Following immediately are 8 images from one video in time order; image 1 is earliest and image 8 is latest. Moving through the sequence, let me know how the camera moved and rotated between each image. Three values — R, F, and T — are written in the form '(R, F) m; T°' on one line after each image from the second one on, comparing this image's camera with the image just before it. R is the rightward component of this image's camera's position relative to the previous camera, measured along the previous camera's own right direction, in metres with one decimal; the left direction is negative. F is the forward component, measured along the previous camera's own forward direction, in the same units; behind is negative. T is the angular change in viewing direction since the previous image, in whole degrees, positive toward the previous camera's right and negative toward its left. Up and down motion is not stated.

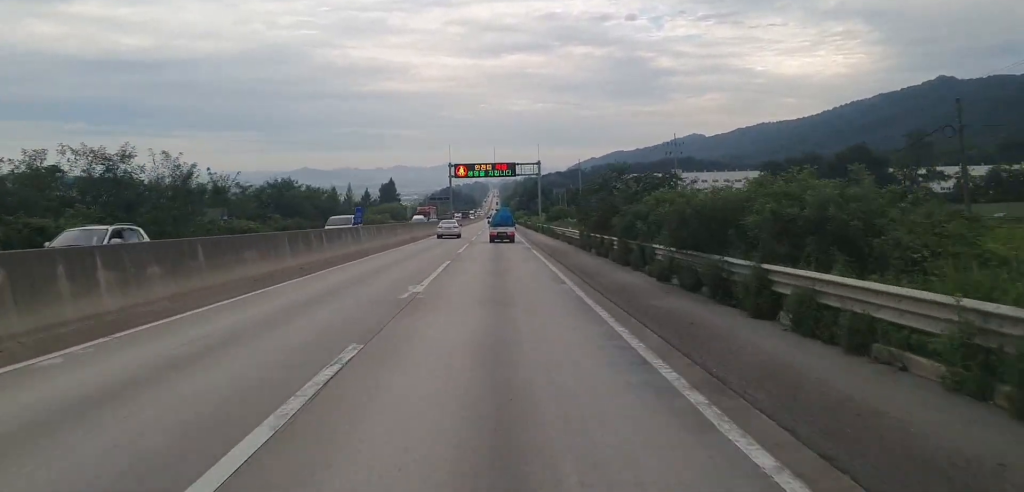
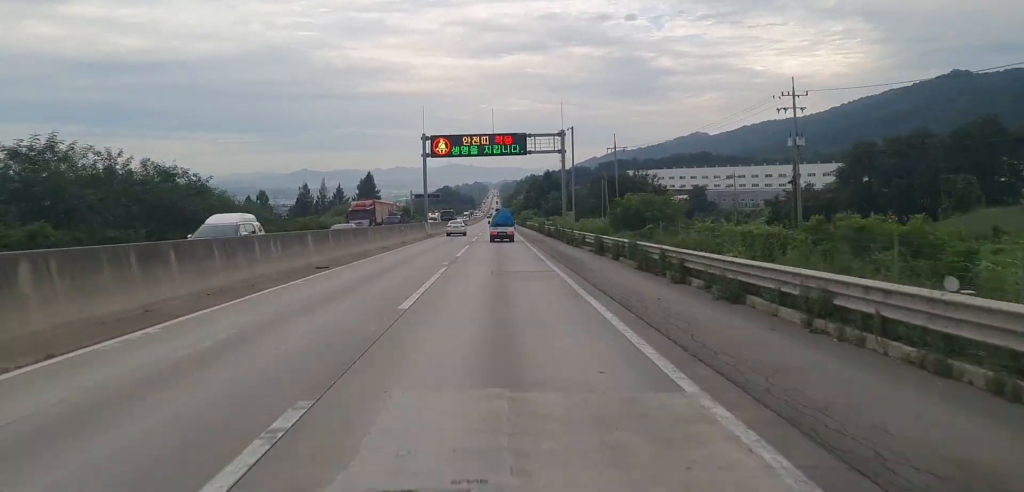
(0.0, +43.0) m; 0°
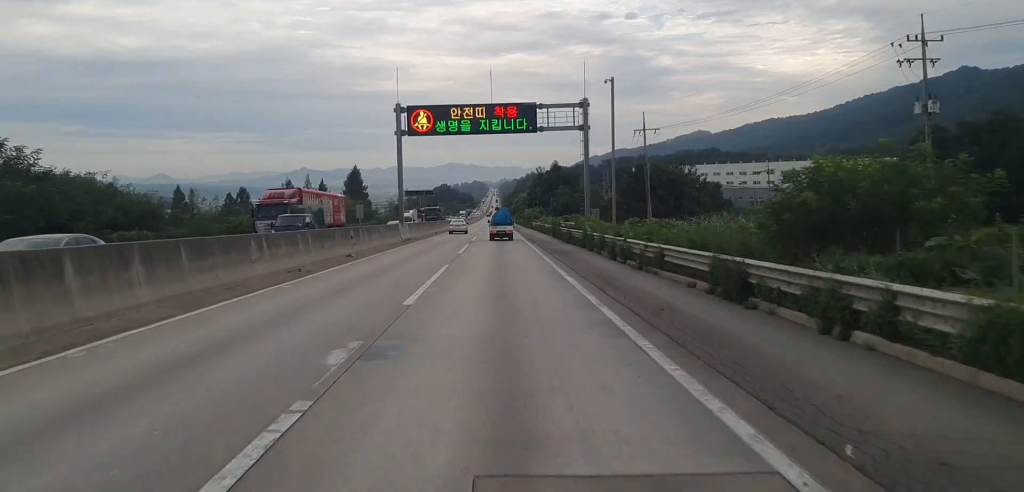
(0.0, +20.7) m; 0°
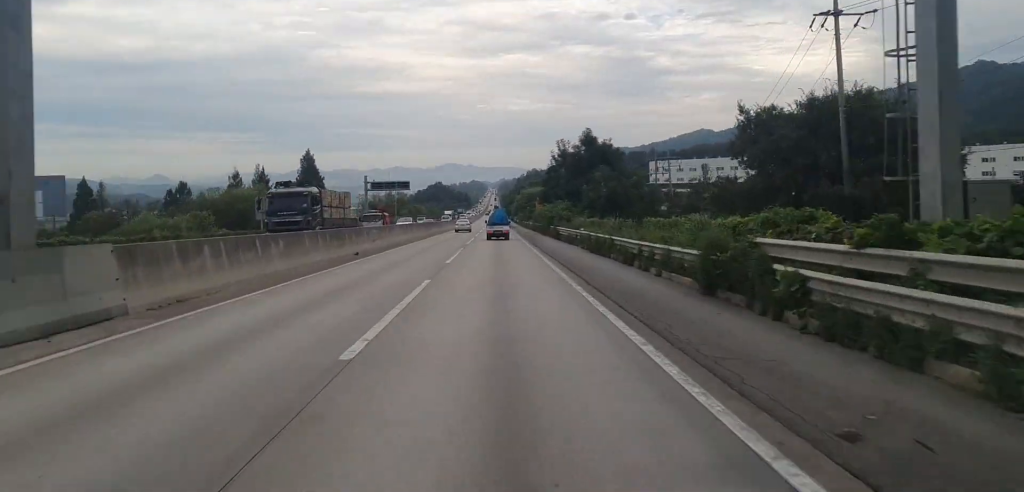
(0.0, +45.8) m; 0°
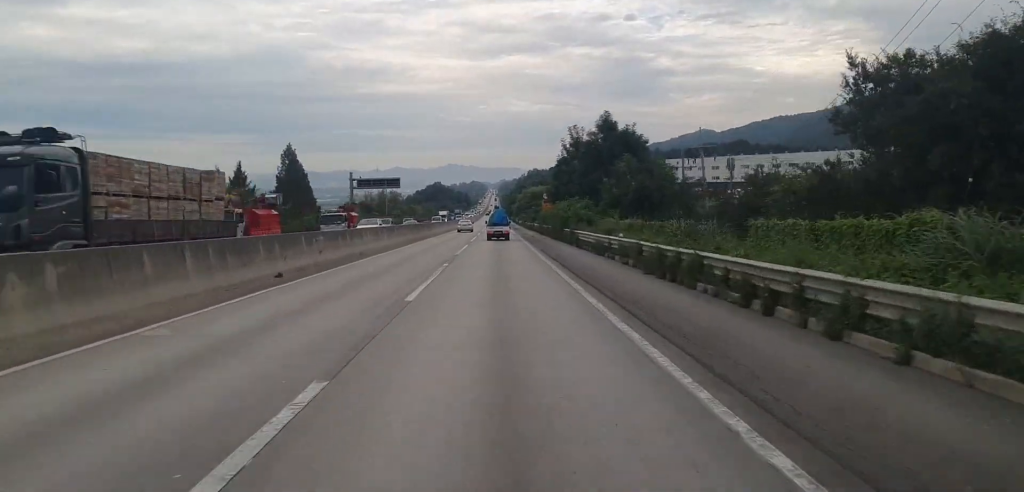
(0.0, +12.1) m; 0°
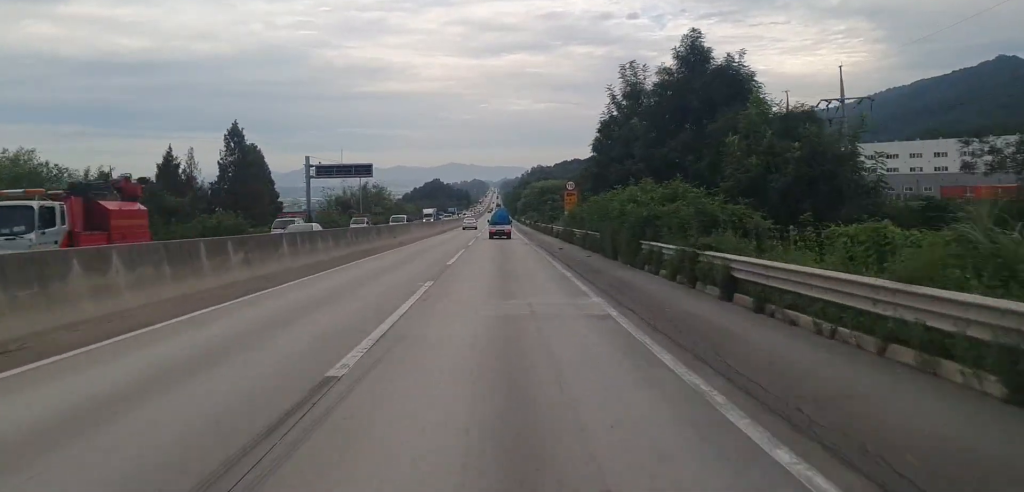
(0.0, +27.9) m; 0°
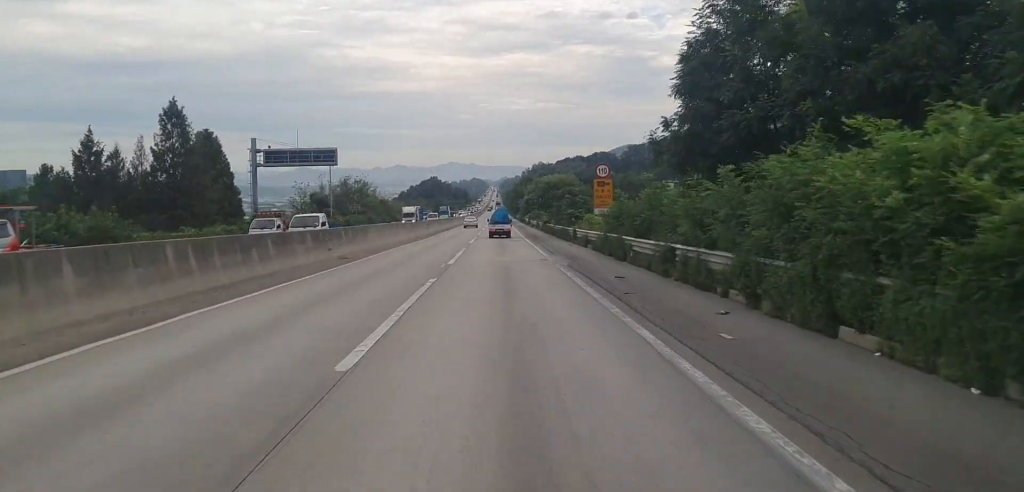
(0.0, +19.3) m; +1°
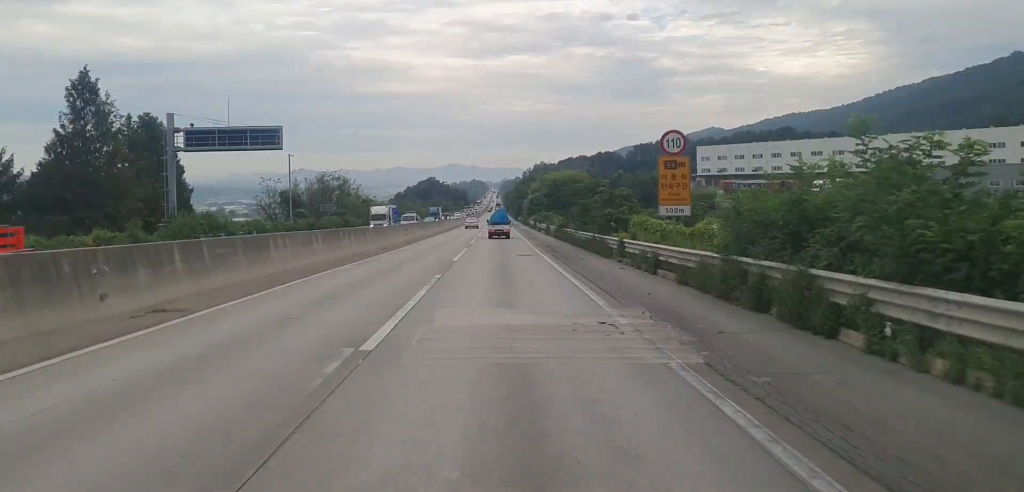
(+0.1, +17.6) m; 0°
